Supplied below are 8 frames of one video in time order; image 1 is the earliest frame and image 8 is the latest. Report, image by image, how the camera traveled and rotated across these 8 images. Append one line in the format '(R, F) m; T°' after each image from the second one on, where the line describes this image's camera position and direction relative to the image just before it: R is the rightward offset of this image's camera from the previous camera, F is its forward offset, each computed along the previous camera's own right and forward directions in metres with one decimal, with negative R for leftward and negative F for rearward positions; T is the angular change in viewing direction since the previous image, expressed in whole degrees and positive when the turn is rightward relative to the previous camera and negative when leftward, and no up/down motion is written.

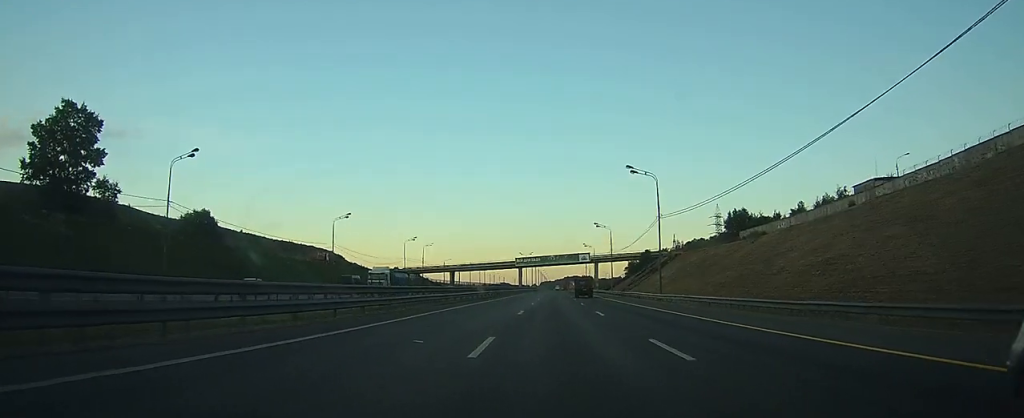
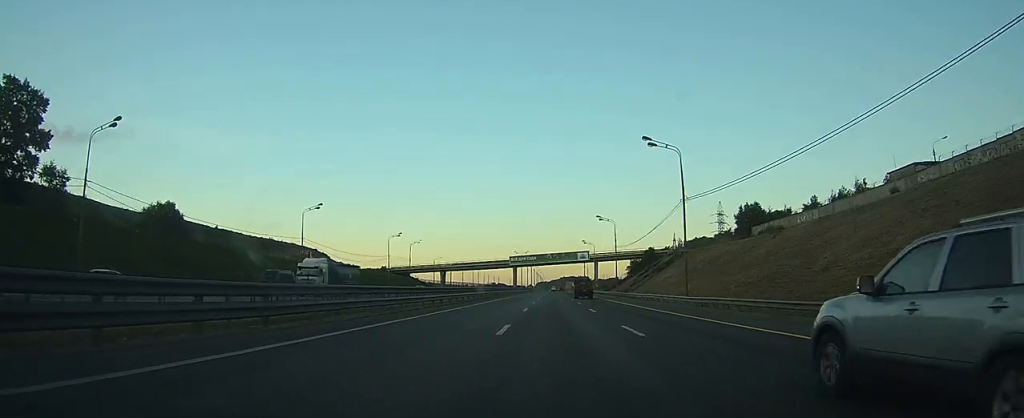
(+0.1, +10.7) m; 0°
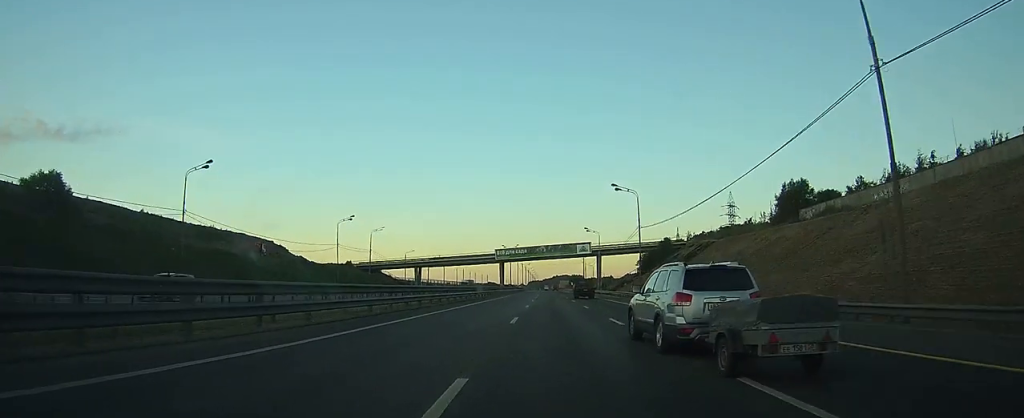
(+0.3, +27.1) m; +1°
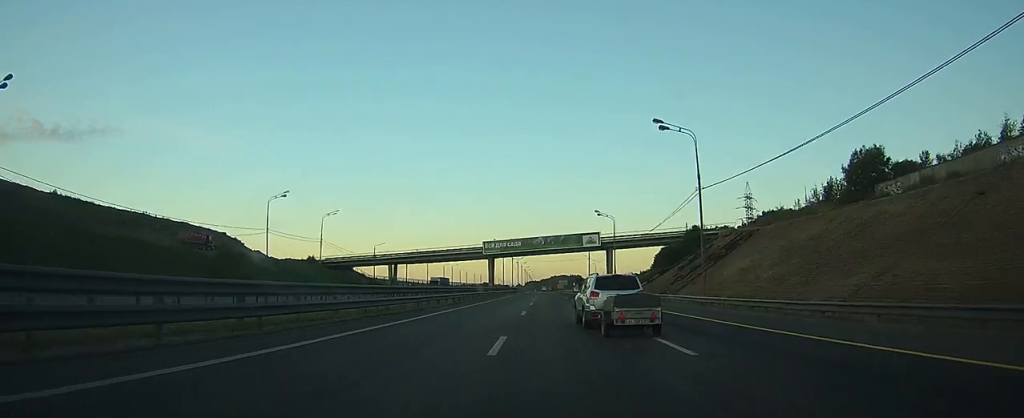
(+0.1, +24.6) m; 0°
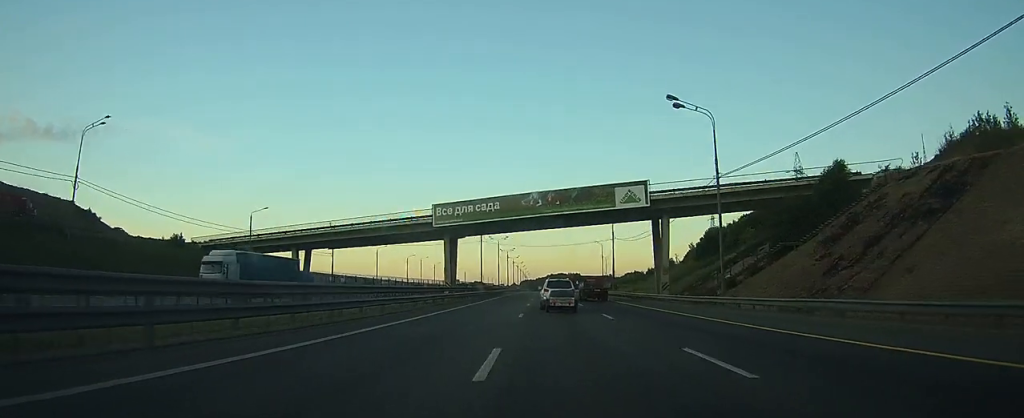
(+0.3, +49.8) m; +1°
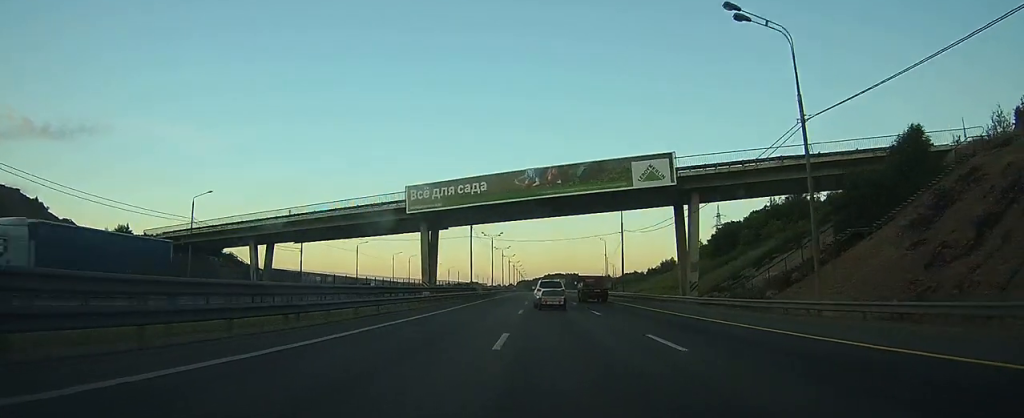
(0.0, +11.8) m; 0°
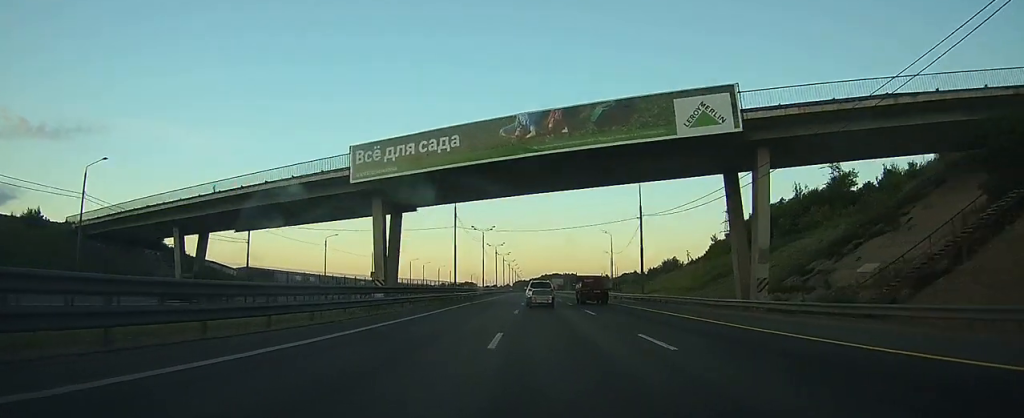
(0.0, +15.4) m; 0°
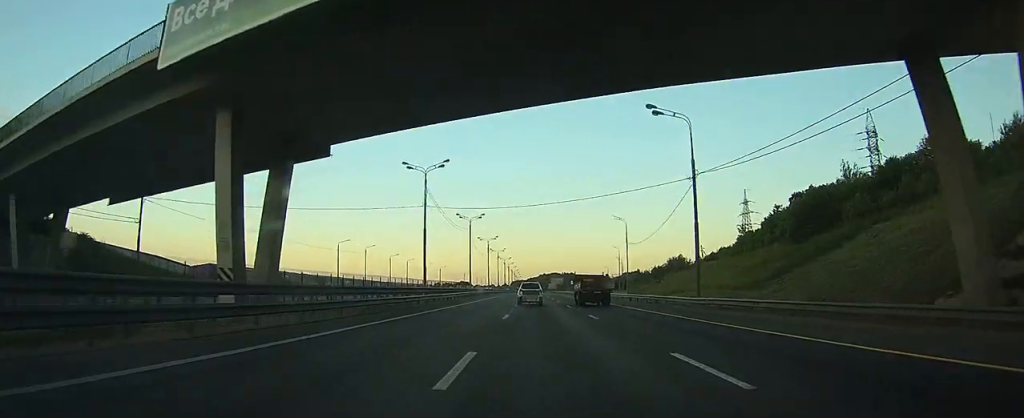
(+0.1, +20.9) m; 0°
